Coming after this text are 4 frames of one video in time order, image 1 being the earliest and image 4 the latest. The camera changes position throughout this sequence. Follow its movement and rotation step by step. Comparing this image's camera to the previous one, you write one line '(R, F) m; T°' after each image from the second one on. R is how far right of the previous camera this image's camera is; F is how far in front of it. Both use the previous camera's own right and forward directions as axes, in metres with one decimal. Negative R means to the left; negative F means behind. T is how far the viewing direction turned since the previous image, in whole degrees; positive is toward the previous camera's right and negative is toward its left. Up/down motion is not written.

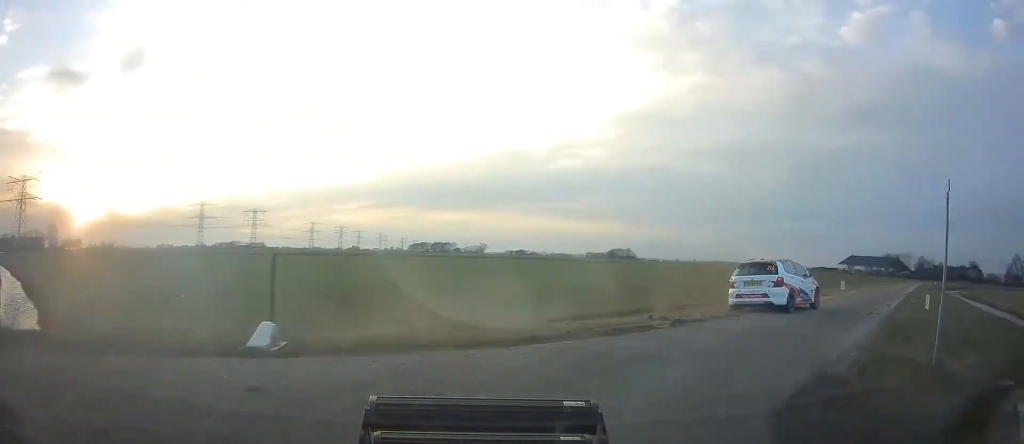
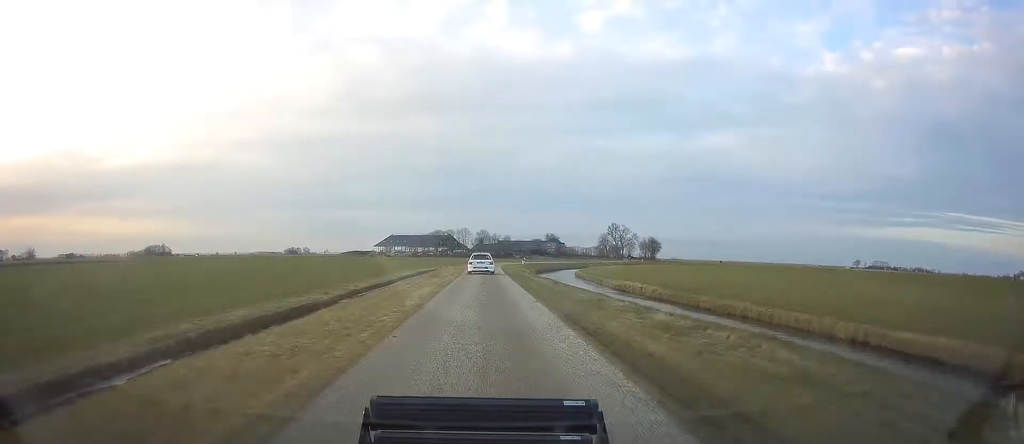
(+36.5, +49.0) m; +39°
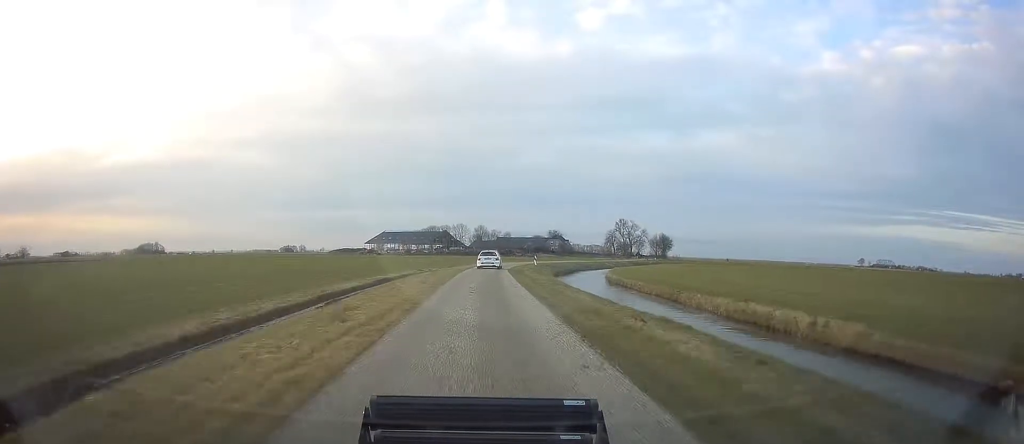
(-0.1, +22.3) m; 0°
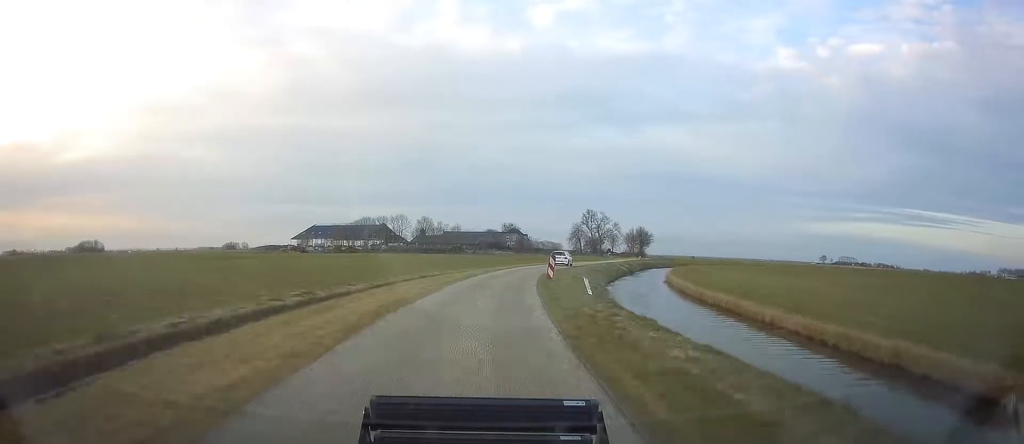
(+1.5, +45.2) m; +6°
